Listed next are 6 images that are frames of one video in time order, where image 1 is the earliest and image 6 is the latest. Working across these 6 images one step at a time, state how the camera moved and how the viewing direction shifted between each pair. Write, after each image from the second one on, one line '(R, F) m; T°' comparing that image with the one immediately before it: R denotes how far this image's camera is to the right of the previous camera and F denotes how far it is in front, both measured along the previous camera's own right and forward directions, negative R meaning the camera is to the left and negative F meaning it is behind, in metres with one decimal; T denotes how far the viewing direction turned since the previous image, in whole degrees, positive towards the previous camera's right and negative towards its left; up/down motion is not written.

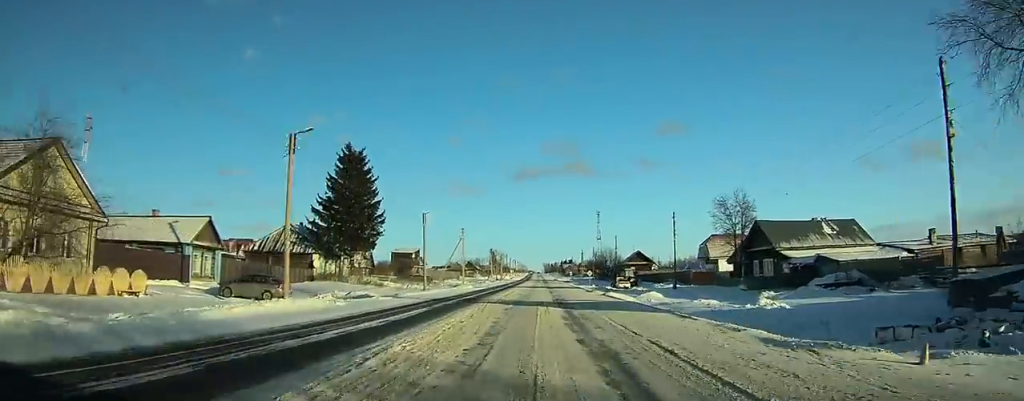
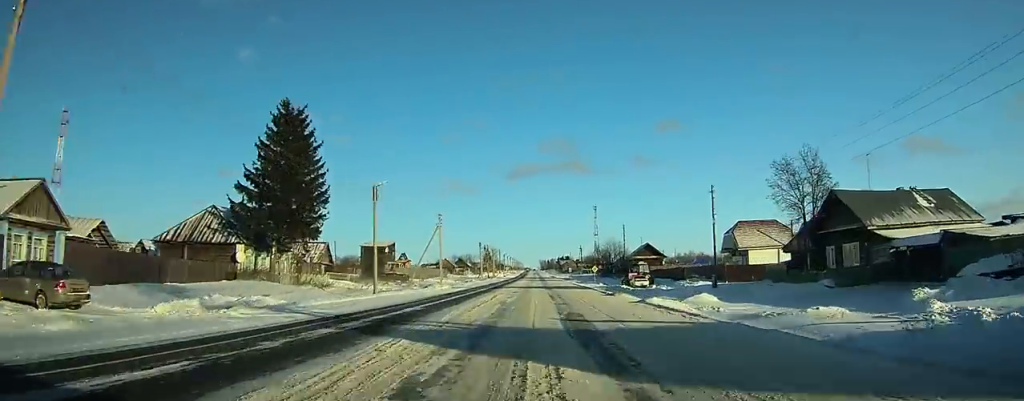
(-0.1, +16.2) m; 0°
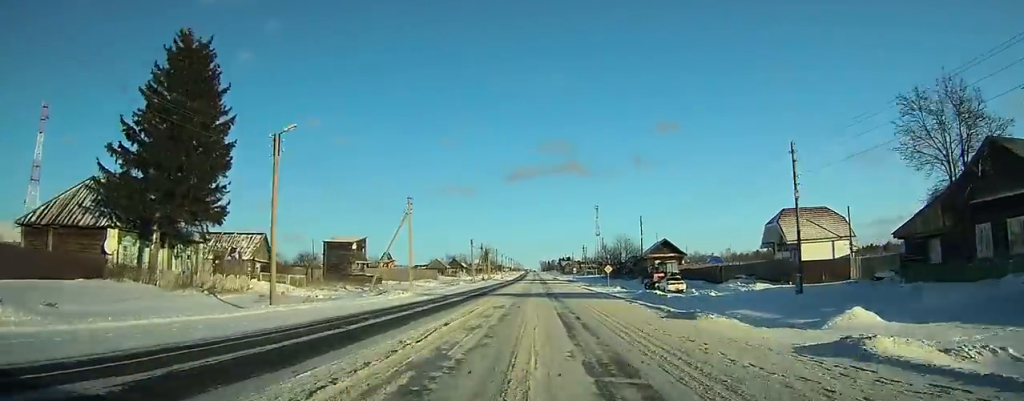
(0.0, +16.1) m; 0°
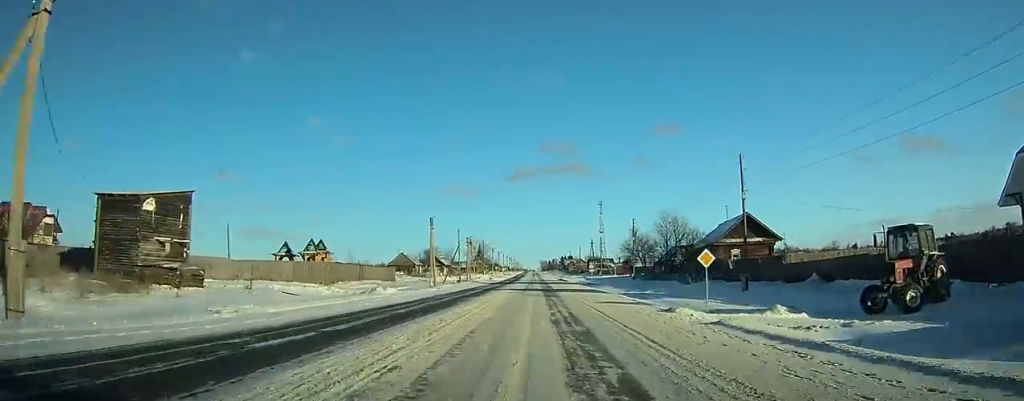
(+0.4, +41.6) m; 0°
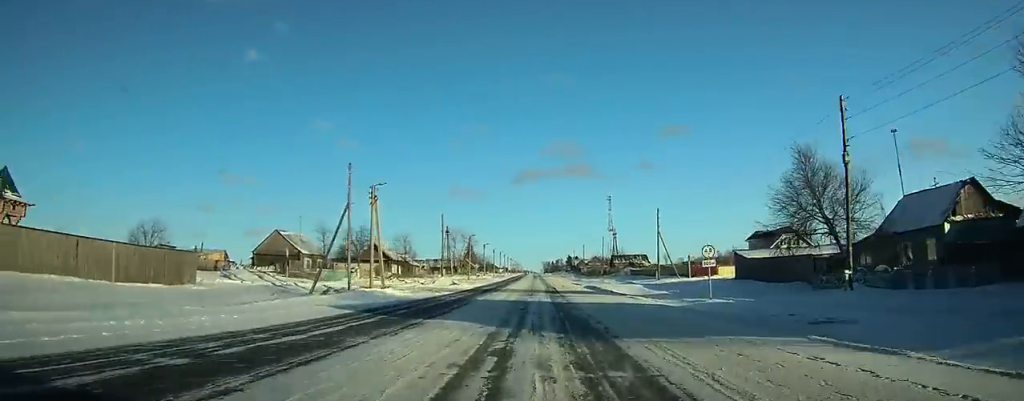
(-0.7, +60.9) m; -1°
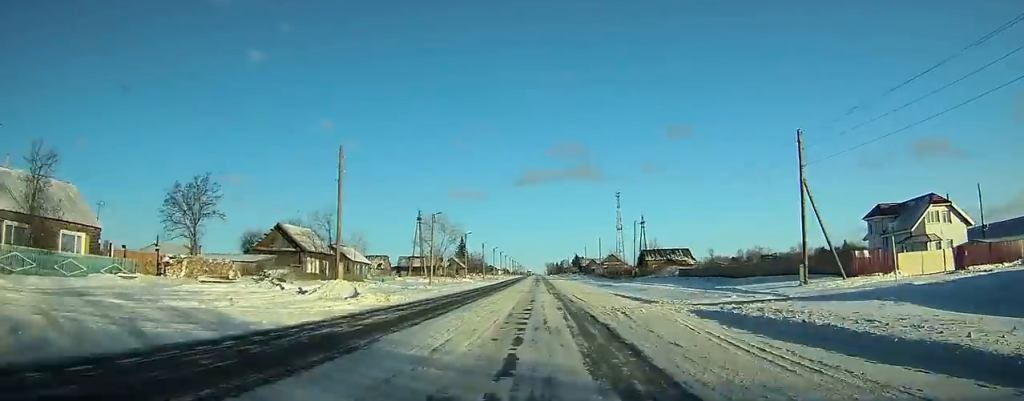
(+0.1, +38.9) m; +1°
